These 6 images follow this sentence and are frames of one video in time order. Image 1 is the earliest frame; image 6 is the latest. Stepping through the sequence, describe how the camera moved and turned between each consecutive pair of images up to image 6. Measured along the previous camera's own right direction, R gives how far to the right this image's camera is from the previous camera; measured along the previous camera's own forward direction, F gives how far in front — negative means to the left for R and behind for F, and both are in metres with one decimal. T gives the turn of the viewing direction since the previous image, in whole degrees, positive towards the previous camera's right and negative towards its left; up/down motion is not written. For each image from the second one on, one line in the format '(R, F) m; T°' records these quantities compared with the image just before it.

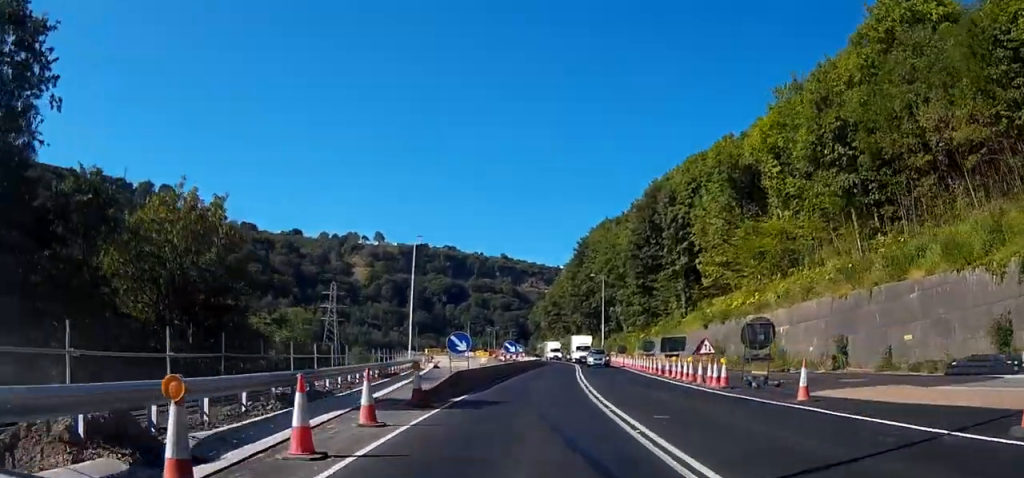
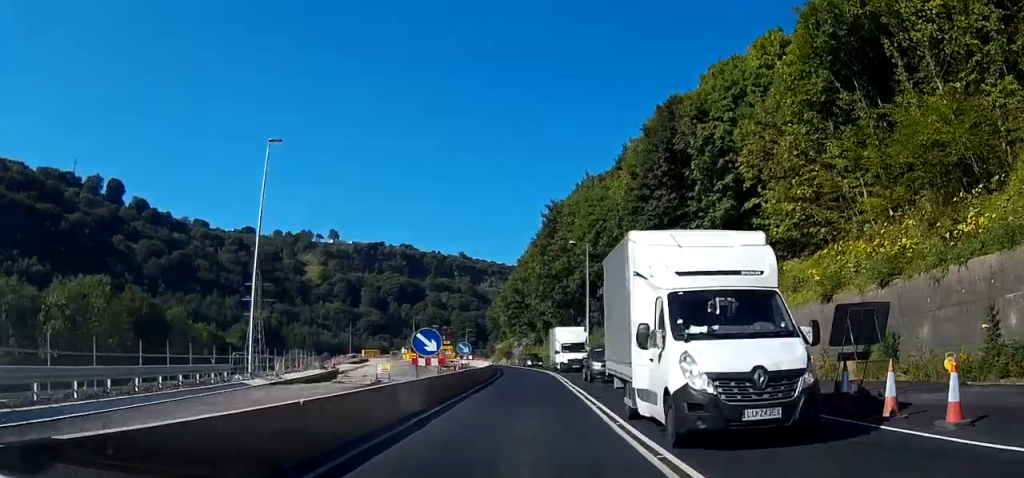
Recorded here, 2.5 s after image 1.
(+1.2, +33.1) m; +4°
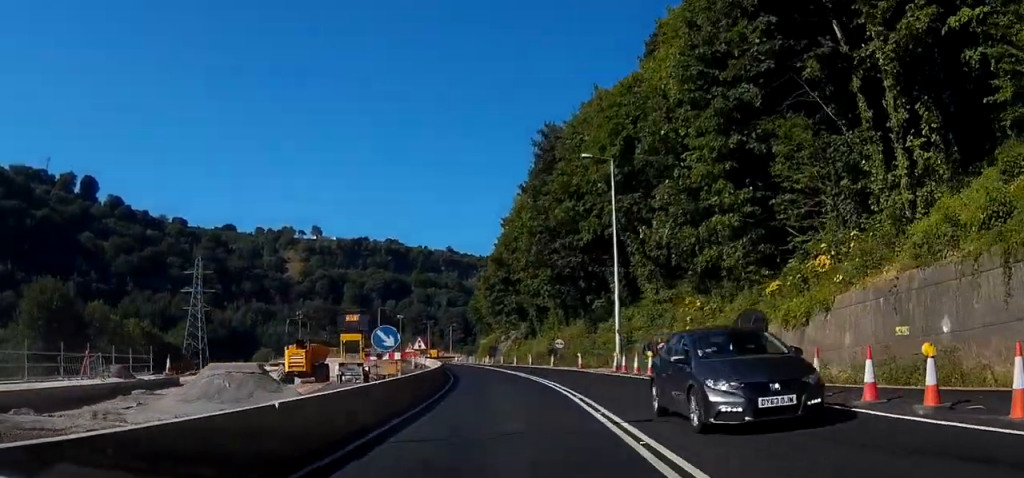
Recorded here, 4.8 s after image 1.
(+0.3, +30.5) m; 0°
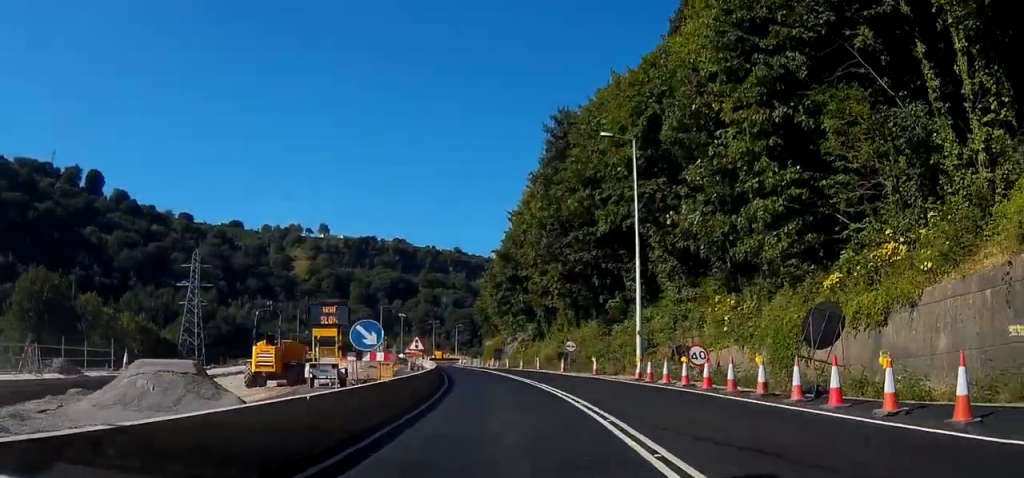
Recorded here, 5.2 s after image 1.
(0.0, +5.3) m; 0°
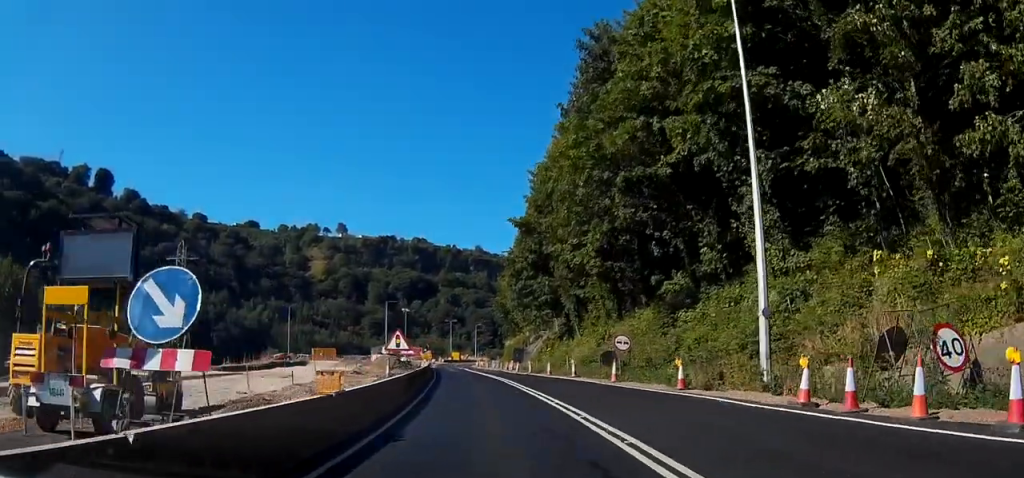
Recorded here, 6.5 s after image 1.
(-0.4, +16.8) m; -4°
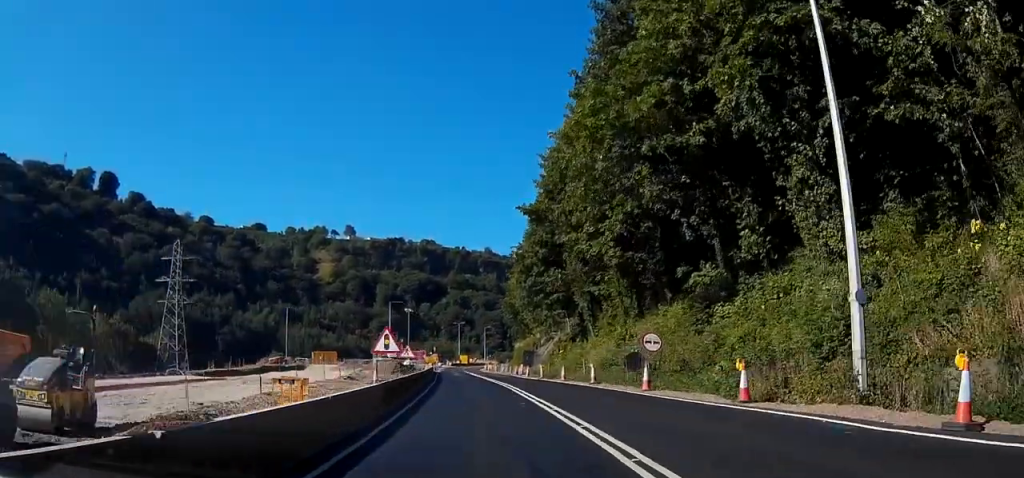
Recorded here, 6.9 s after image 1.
(-0.1, +5.6) m; -1°
